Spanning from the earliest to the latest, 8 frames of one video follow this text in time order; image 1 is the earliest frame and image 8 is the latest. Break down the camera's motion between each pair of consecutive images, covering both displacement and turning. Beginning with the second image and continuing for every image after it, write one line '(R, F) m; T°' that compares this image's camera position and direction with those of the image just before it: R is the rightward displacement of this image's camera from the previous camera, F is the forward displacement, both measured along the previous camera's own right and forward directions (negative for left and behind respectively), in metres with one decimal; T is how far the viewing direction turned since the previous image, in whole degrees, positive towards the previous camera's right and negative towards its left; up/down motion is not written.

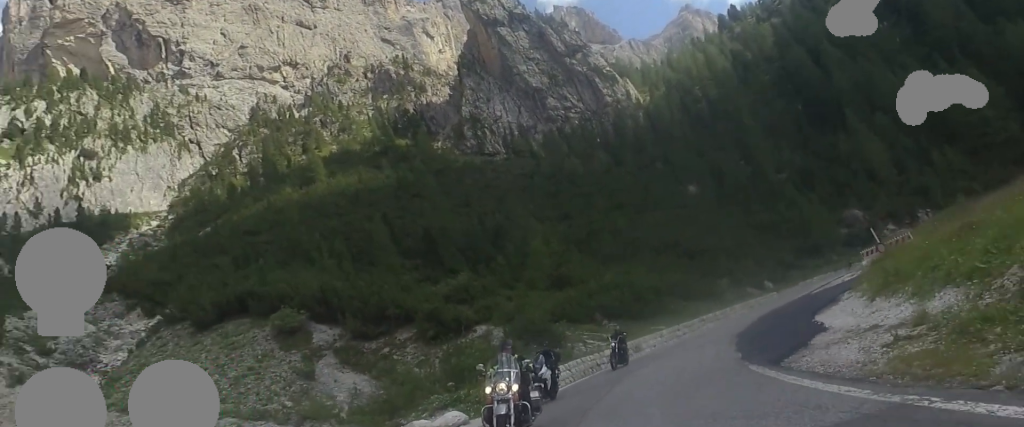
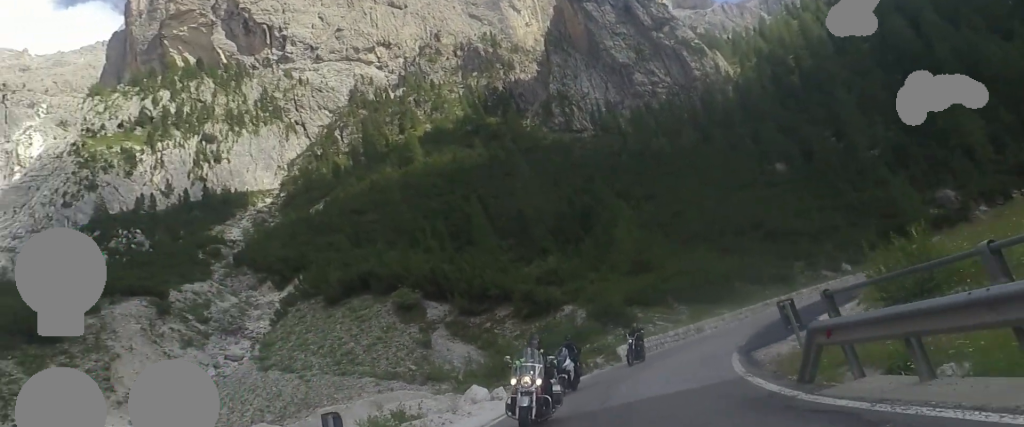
(0.0, +7.0) m; -5°
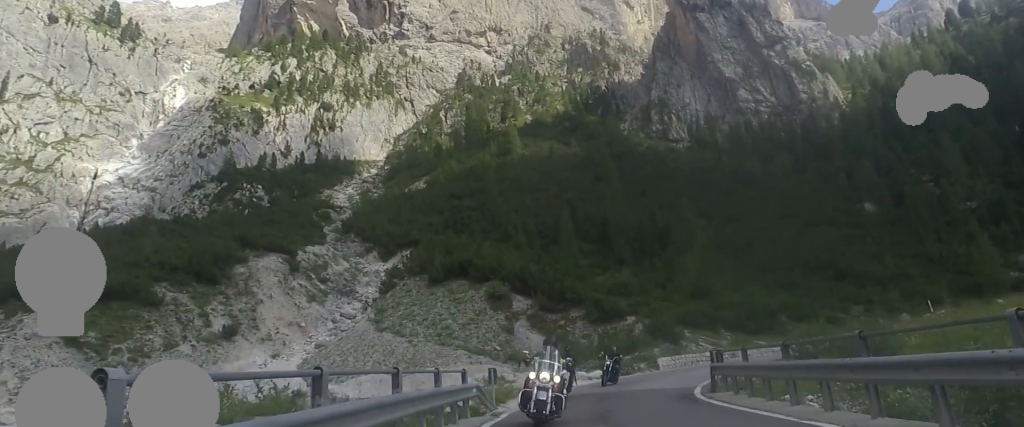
(-0.7, +10.0) m; -8°
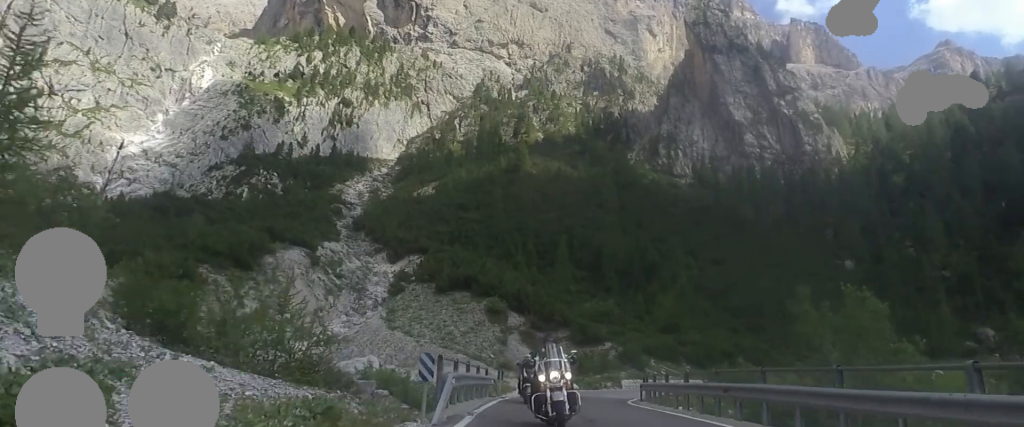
(-1.0, +9.9) m; +1°
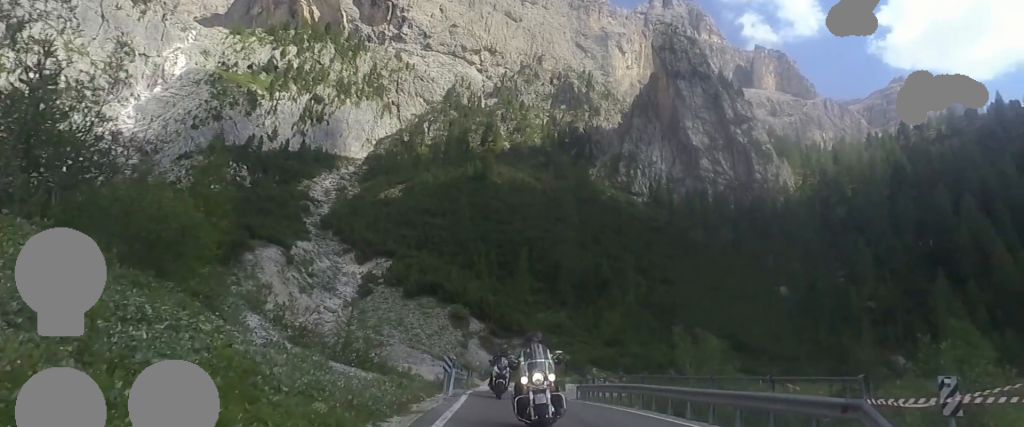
(+1.0, +7.7) m; +6°
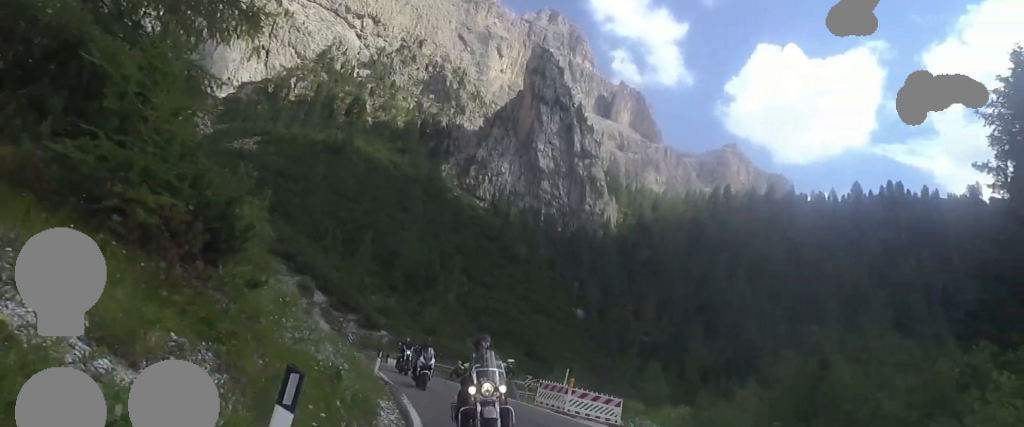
(+2.1, +18.5) m; +17°
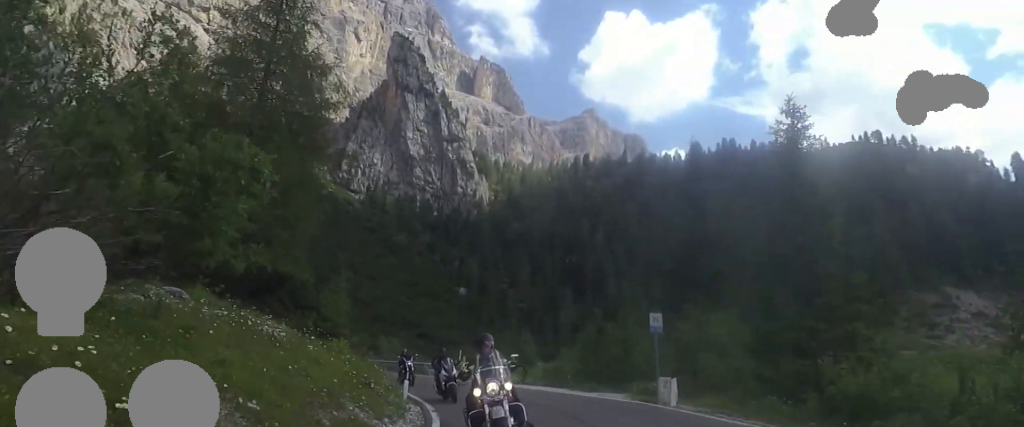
(+1.5, +14.3) m; +2°
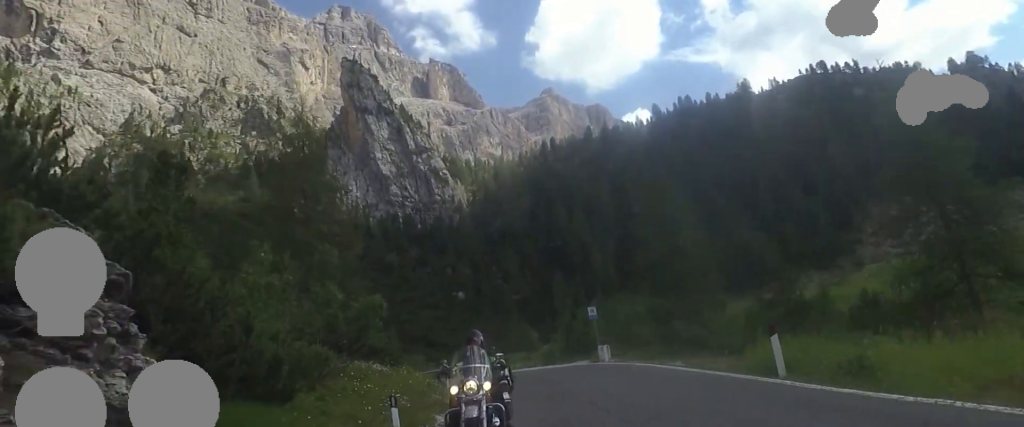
(-1.3, +11.2) m; -10°
